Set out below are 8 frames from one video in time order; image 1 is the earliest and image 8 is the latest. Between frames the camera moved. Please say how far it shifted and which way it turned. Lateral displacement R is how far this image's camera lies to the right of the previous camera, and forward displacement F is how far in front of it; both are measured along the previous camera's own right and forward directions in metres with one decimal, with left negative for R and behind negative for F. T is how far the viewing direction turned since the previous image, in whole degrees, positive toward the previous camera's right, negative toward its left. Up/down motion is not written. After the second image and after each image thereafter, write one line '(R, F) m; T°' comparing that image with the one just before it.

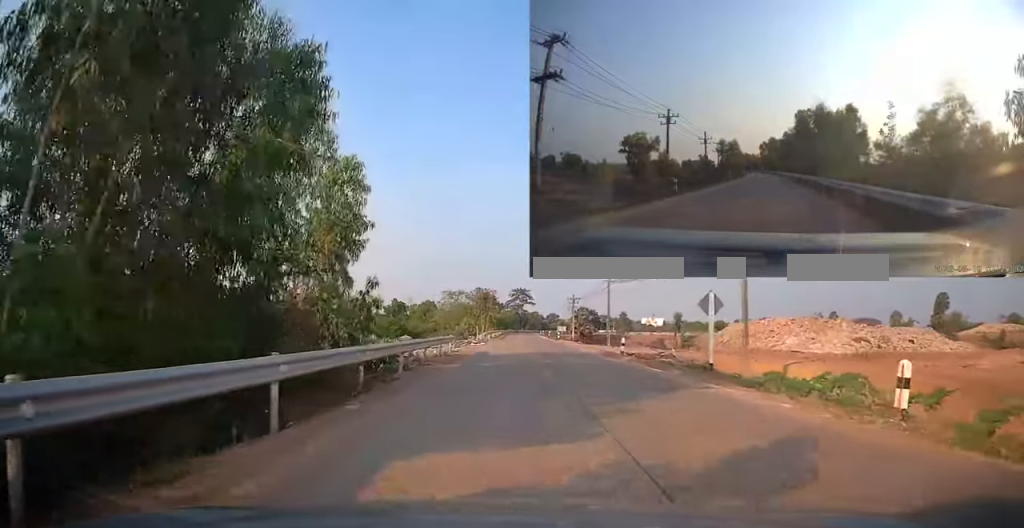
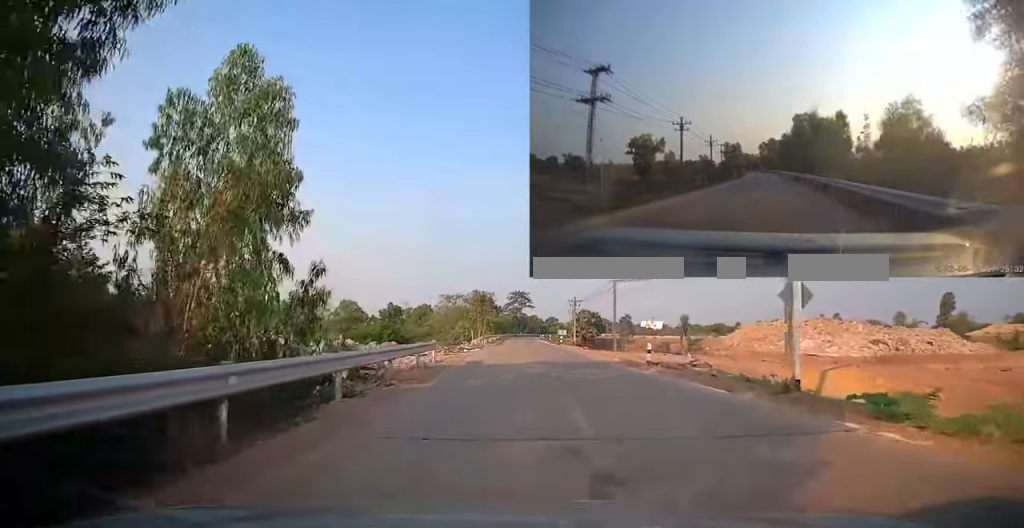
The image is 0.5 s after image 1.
(-0.1, +5.3) m; -1°
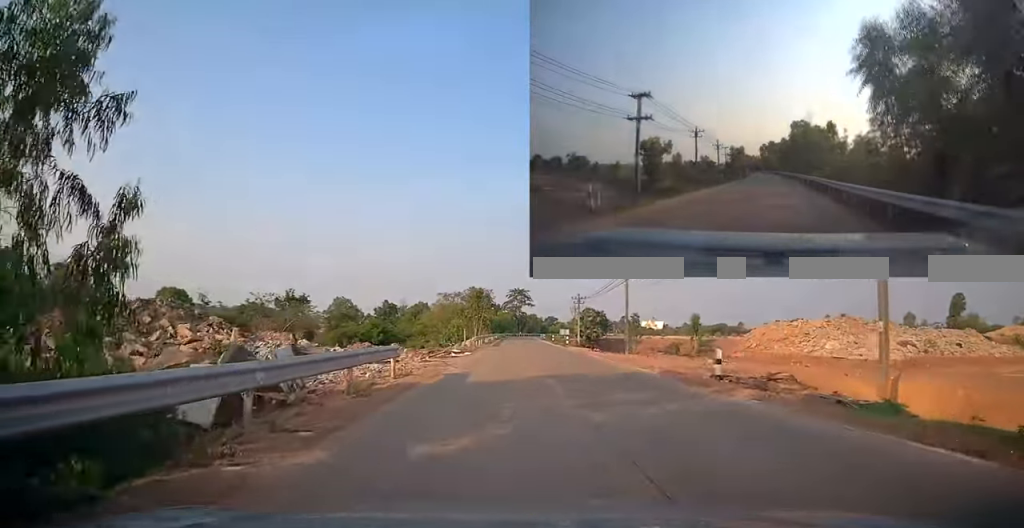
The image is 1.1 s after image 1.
(0.0, +7.3) m; +1°
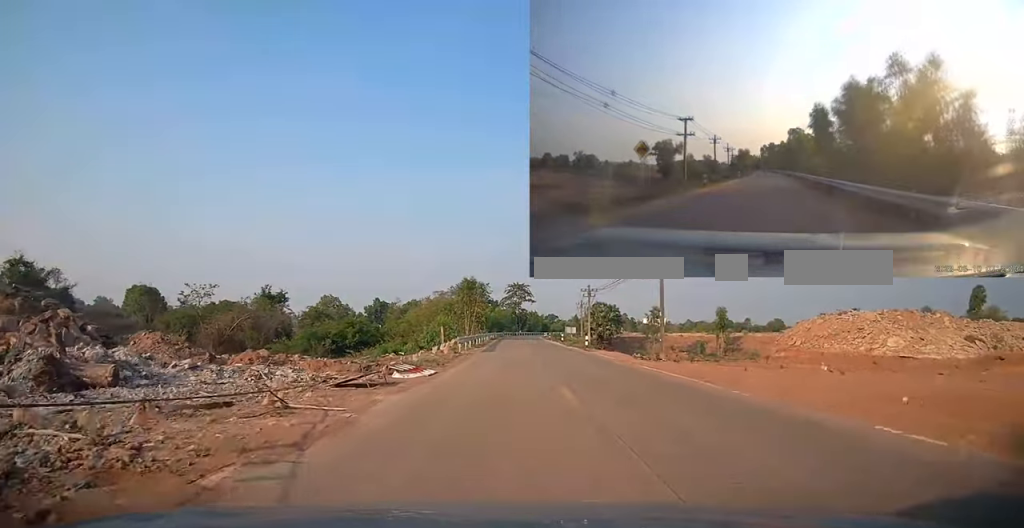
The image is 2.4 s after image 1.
(+0.4, +14.1) m; +1°
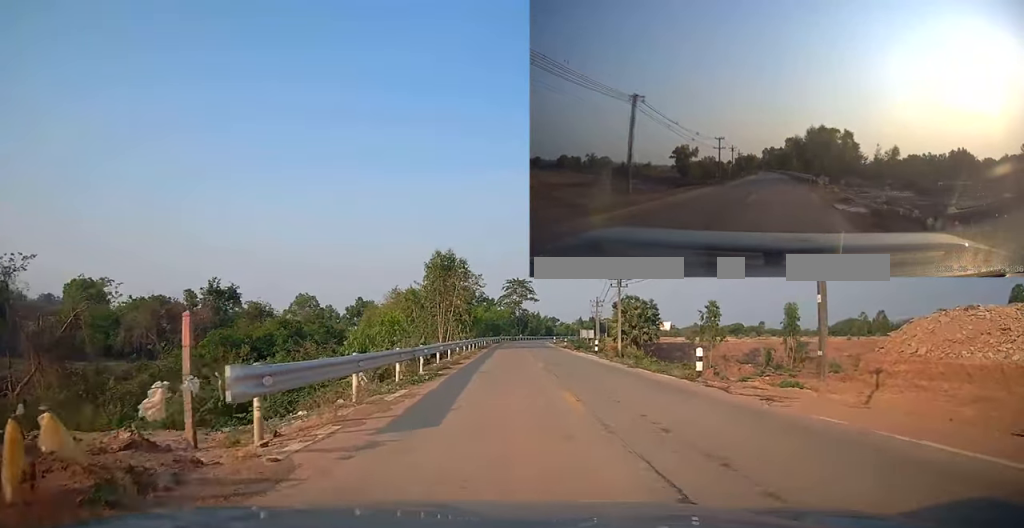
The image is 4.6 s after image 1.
(0.0, +24.1) m; 0°
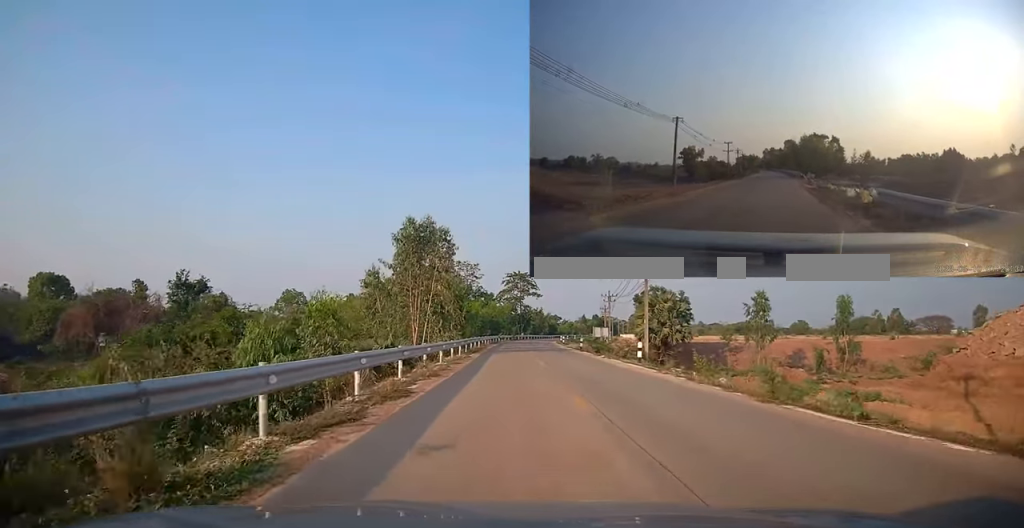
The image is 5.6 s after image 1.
(-0.4, +11.6) m; 0°
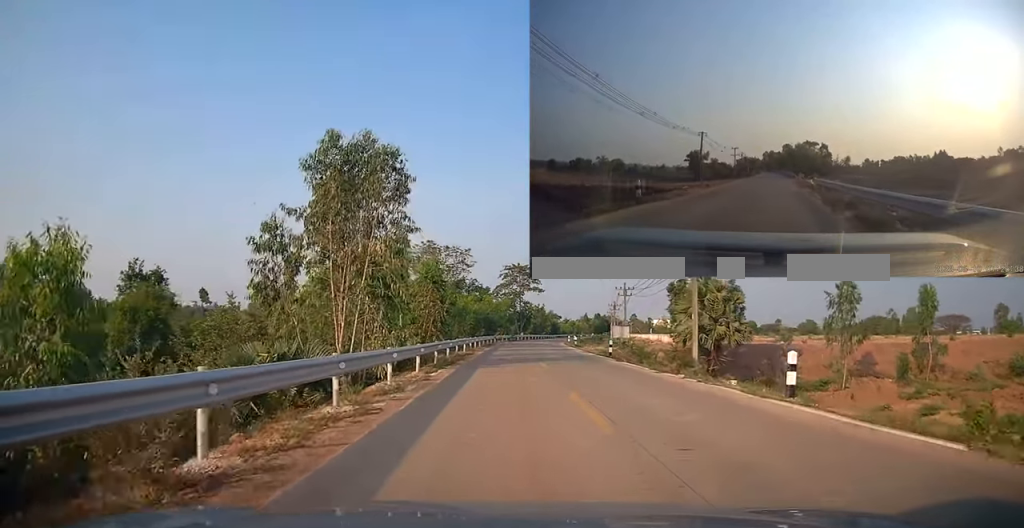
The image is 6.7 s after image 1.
(+0.3, +13.2) m; 0°
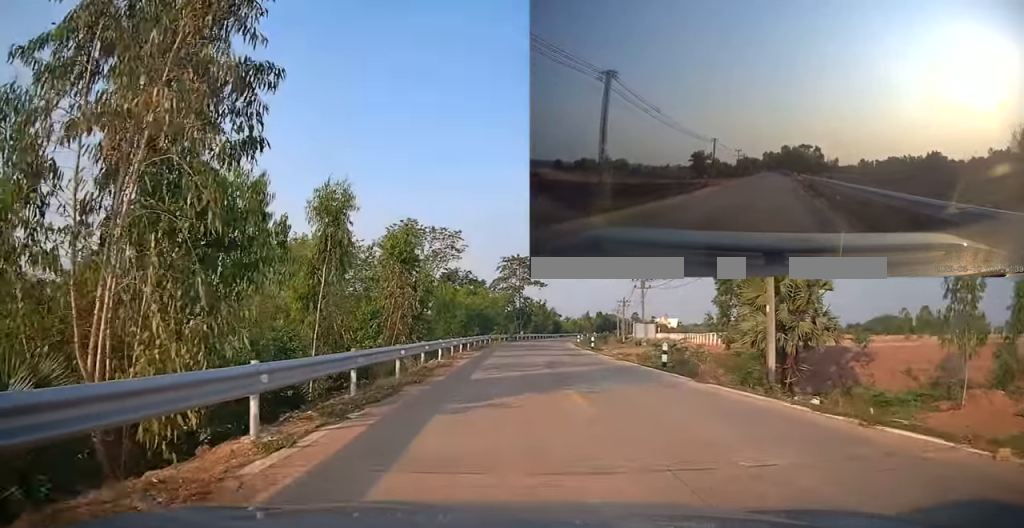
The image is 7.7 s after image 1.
(-0.4, +10.7) m; +1°
